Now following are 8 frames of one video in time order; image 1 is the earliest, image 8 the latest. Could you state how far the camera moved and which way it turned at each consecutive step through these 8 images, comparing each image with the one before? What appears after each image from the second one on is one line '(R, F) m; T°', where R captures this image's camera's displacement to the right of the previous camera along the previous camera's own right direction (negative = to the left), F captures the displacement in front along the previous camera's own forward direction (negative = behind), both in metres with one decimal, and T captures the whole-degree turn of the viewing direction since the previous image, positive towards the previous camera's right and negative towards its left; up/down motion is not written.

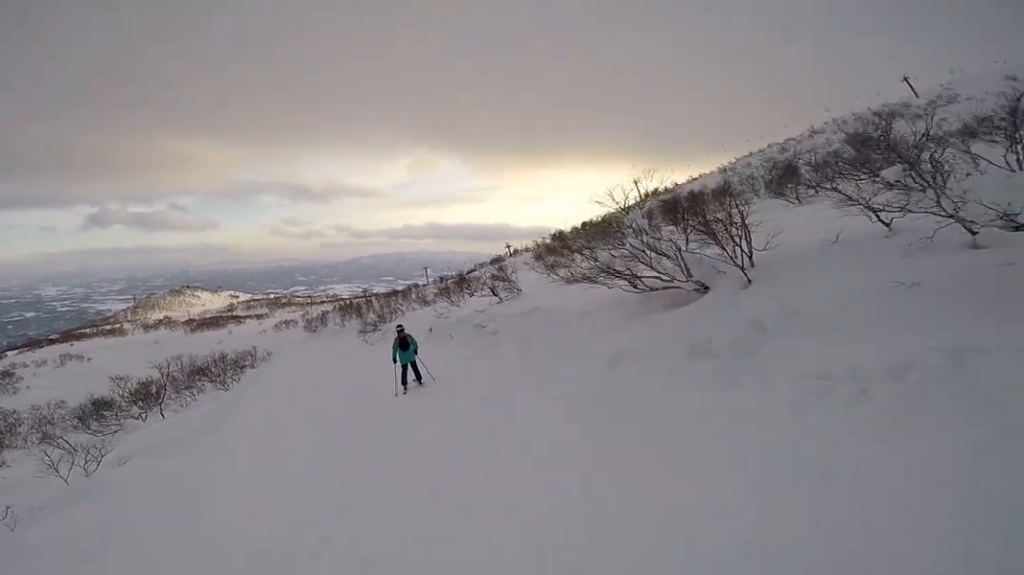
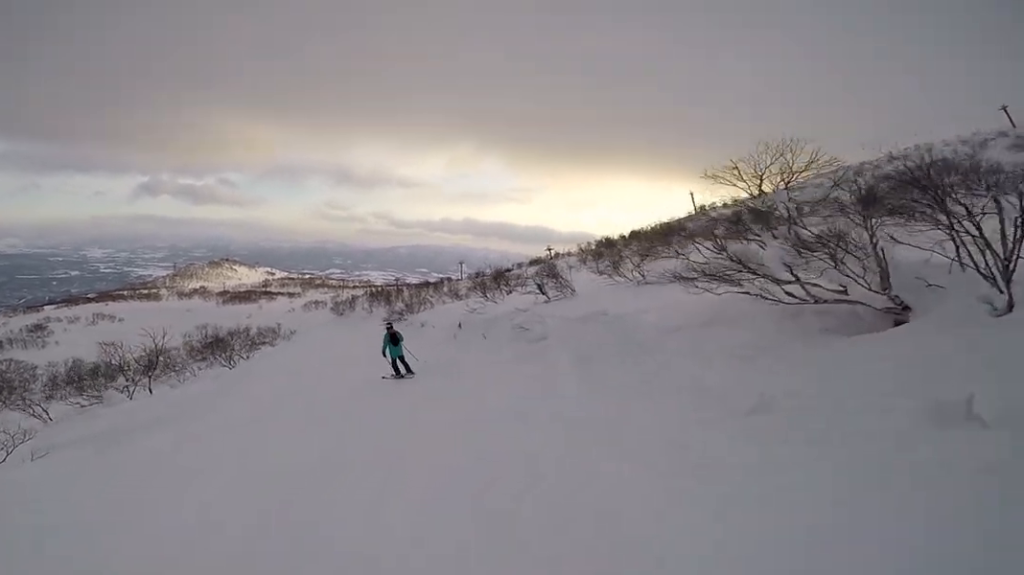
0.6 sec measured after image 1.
(0.0, +3.2) m; -6°
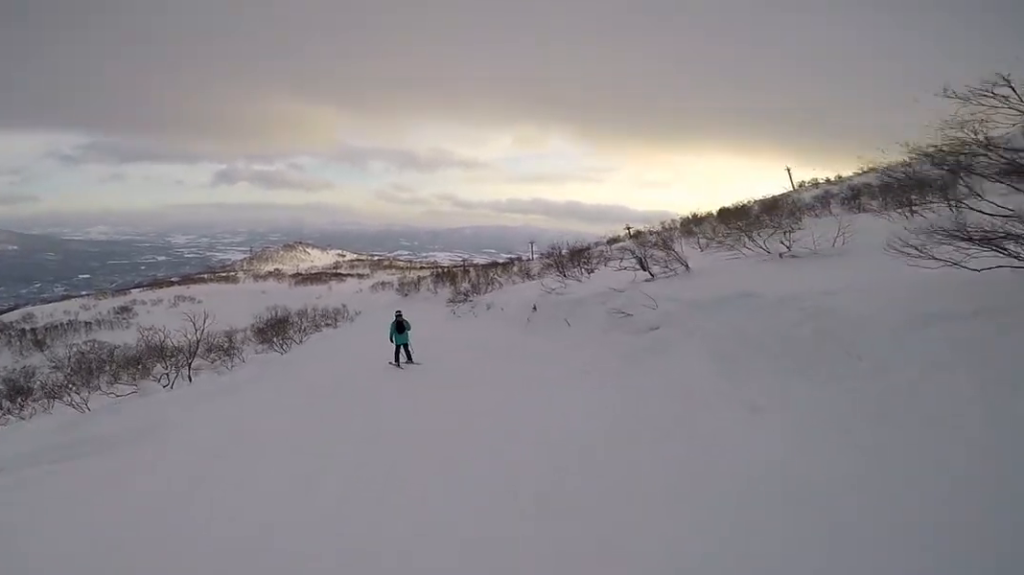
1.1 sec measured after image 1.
(-0.1, +3.0) m; -5°
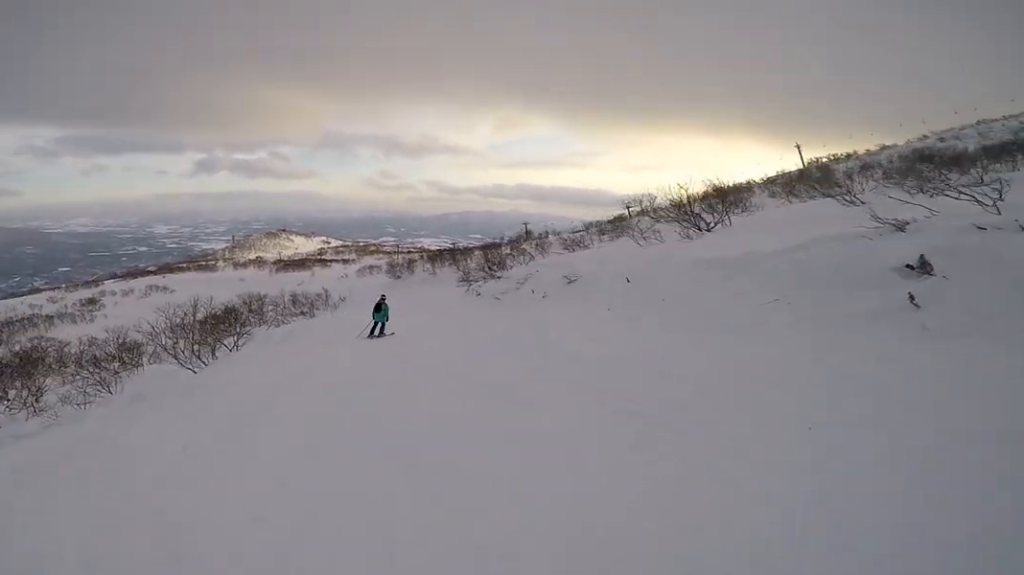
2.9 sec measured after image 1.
(-1.3, +11.0) m; +2°
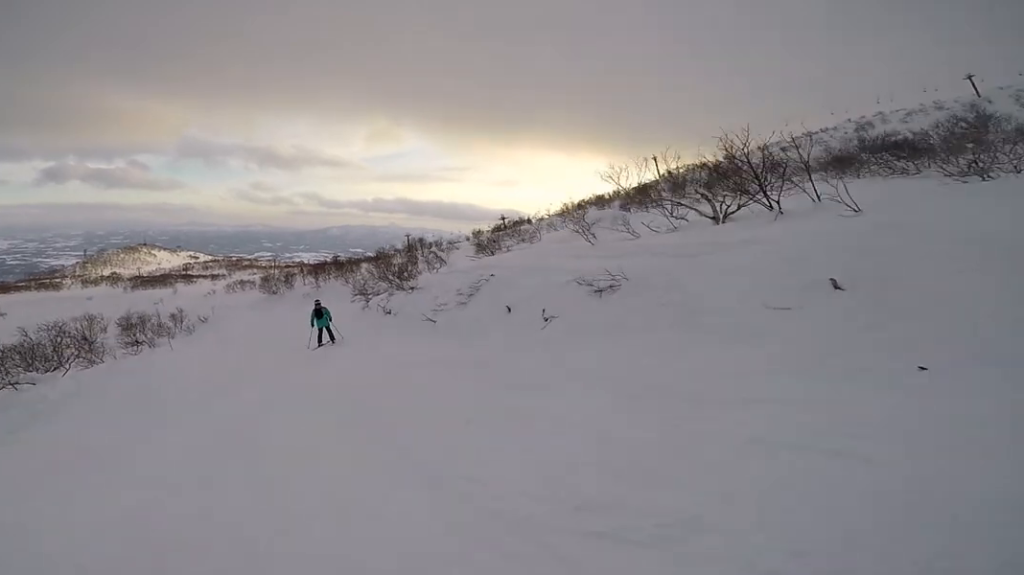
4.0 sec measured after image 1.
(+1.1, +7.7) m; +2°
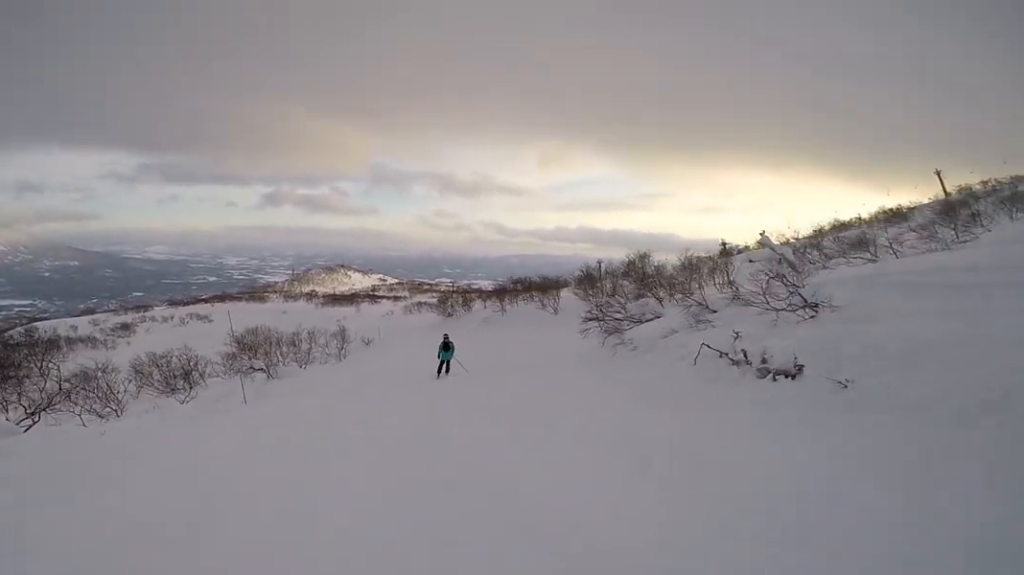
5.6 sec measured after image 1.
(-1.7, +13.0) m; -7°
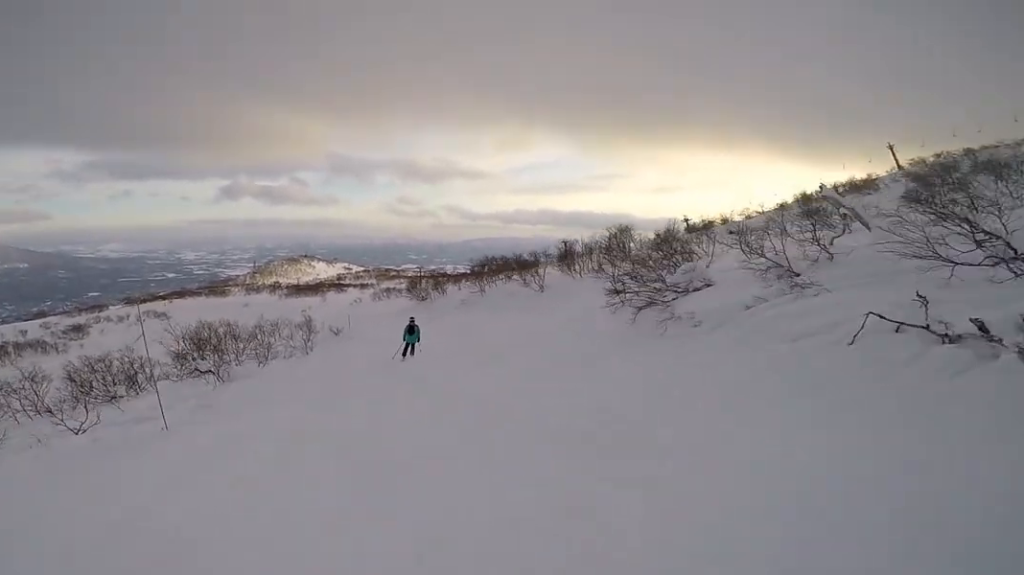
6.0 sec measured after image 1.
(-0.1, +3.3) m; 0°
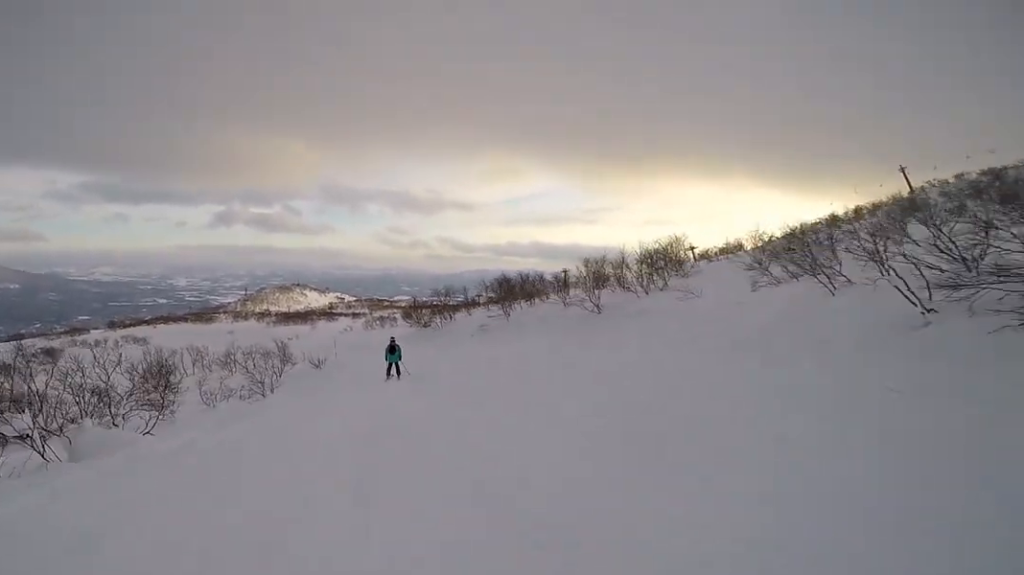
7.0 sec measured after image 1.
(+0.3, +8.6) m; +2°
